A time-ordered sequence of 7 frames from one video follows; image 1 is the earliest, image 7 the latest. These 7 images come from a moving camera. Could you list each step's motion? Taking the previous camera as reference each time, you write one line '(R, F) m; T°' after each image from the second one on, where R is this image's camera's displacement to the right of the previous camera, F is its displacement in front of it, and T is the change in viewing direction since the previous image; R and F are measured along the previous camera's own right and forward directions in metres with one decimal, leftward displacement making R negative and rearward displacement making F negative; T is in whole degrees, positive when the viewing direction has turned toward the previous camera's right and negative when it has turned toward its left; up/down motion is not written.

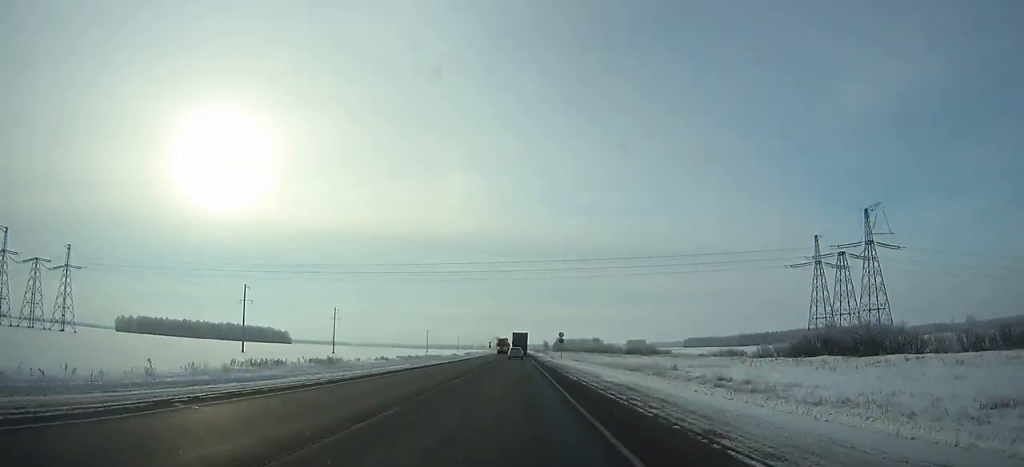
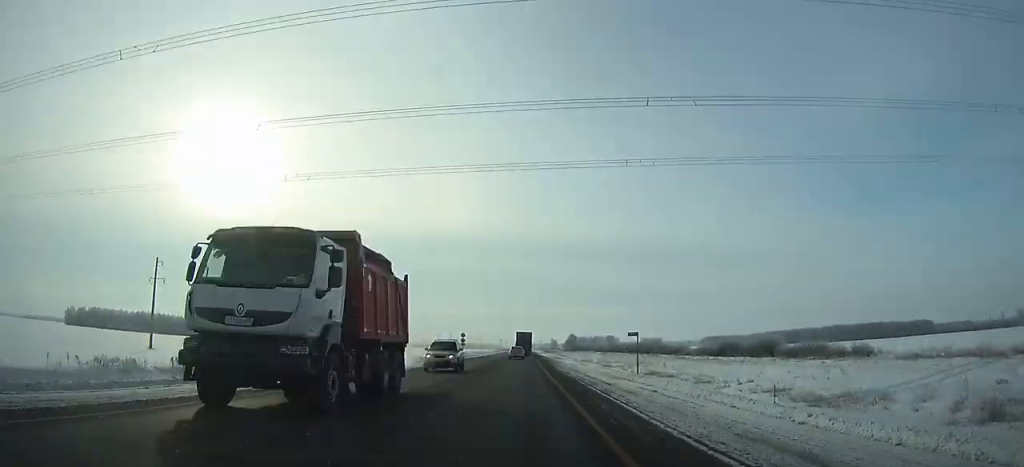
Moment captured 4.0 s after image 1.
(-0.1, +92.1) m; 0°
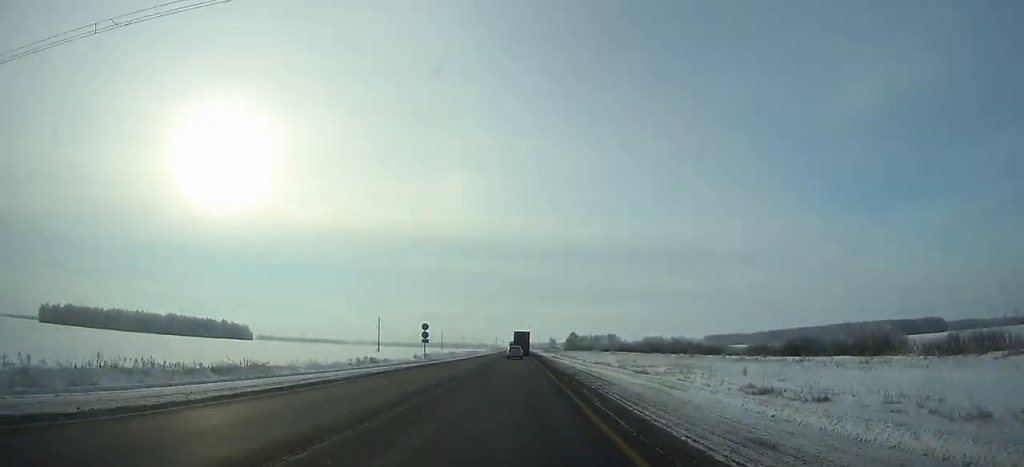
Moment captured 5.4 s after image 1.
(+0.1, +32.4) m; 0°
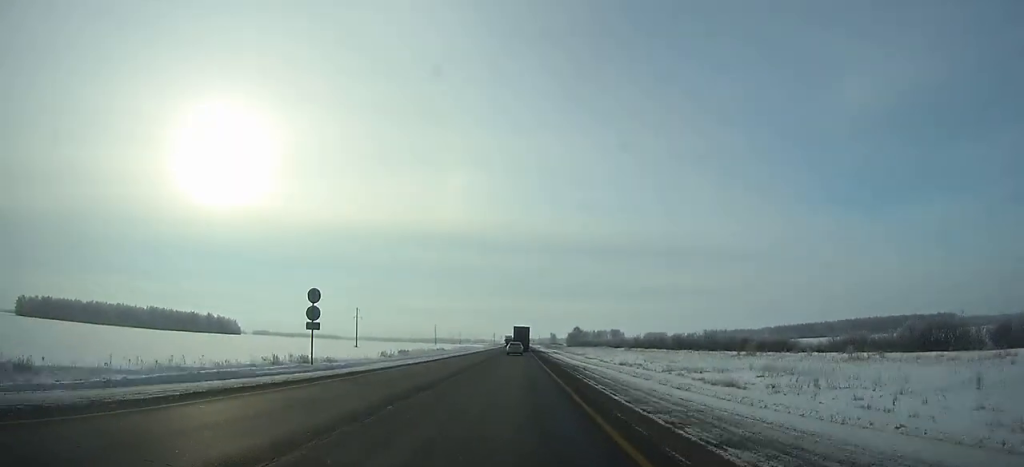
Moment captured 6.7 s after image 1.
(0.0, +30.1) m; 0°
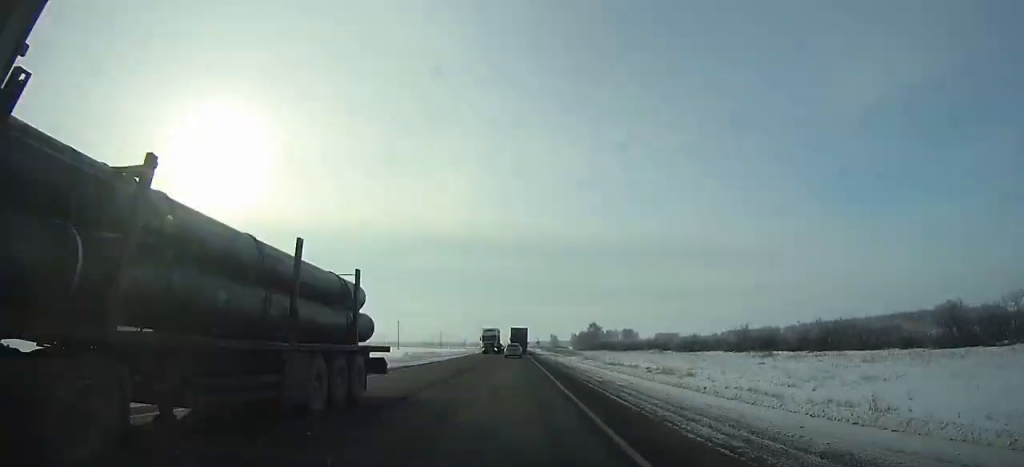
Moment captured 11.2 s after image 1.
(+0.4, +103.6) m; 0°
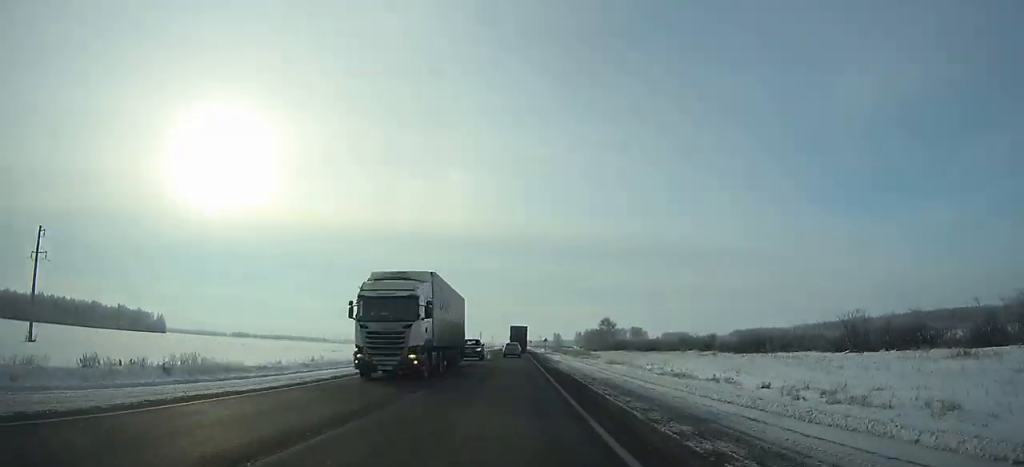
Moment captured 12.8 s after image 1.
(+0.2, +36.7) m; 0°
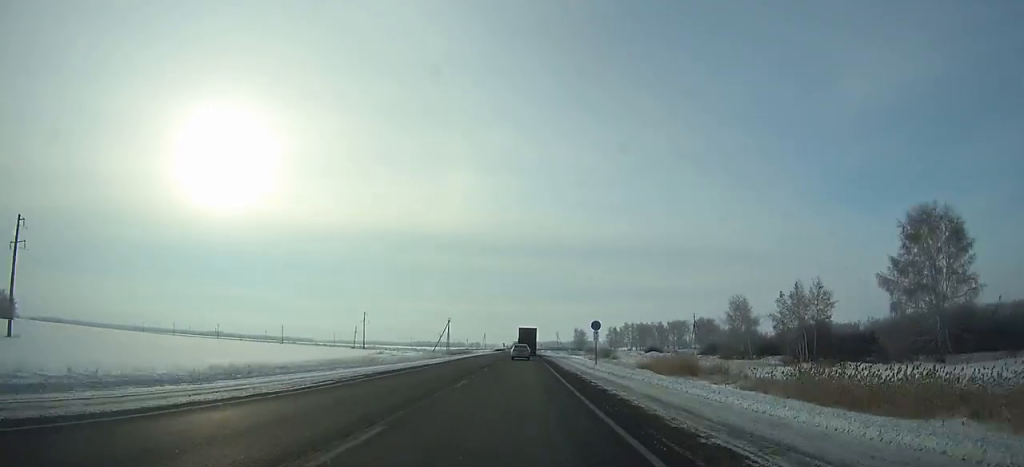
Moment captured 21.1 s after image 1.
(-1.1, +187.8) m; 0°
